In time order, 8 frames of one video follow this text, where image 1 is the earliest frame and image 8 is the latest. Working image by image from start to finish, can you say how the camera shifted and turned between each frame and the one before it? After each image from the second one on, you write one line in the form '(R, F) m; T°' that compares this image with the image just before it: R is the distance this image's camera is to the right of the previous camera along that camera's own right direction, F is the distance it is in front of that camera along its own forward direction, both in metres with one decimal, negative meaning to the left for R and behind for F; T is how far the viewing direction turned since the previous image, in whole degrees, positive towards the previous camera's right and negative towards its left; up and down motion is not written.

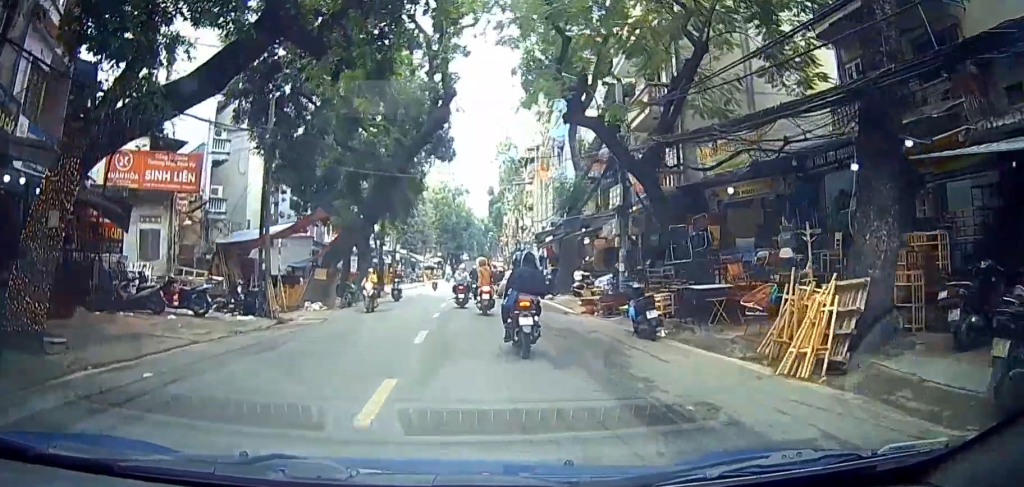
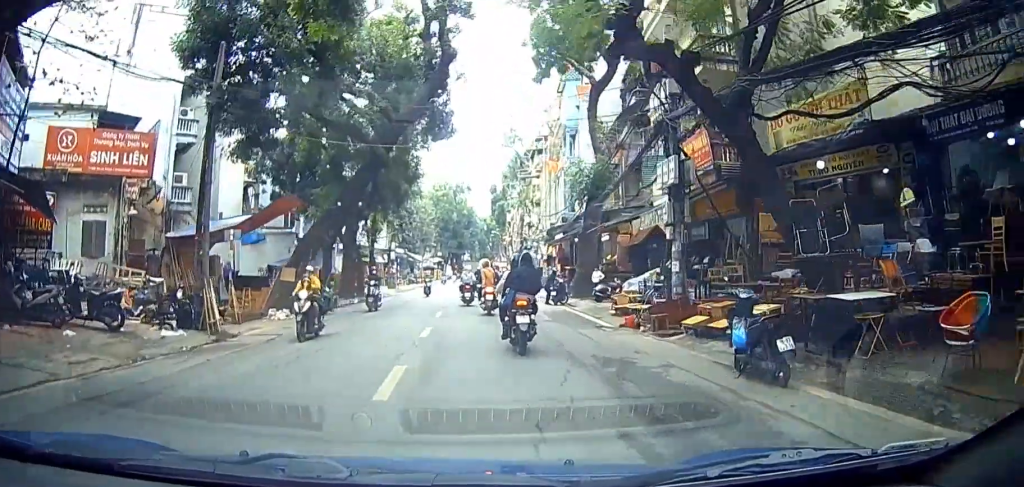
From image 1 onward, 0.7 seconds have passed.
(-0.1, +4.0) m; -2°
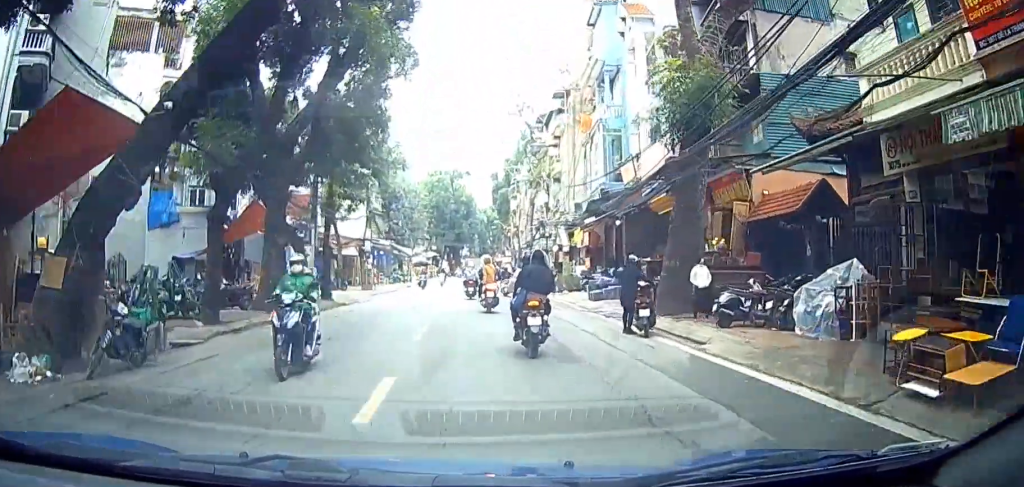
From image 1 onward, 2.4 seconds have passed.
(-0.2, +12.2) m; +4°
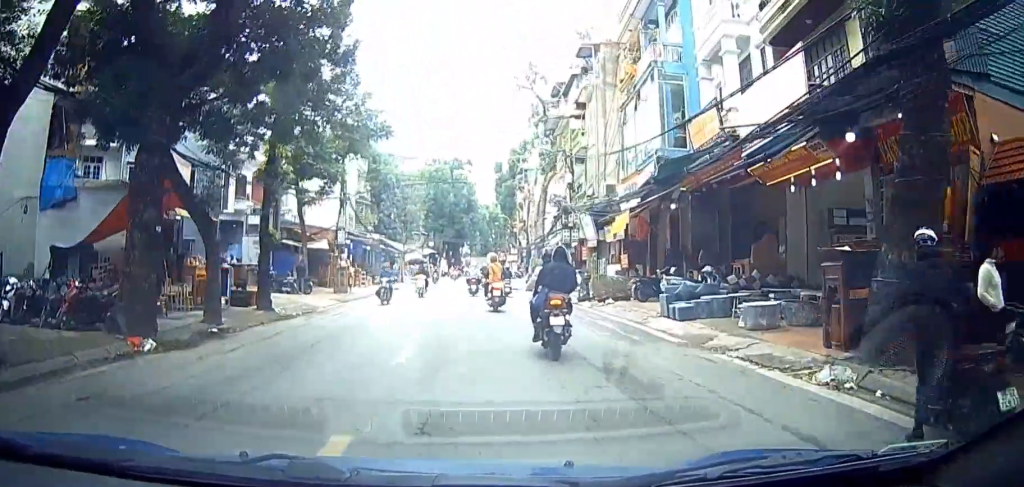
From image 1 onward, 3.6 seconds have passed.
(+0.8, +8.8) m; +10°
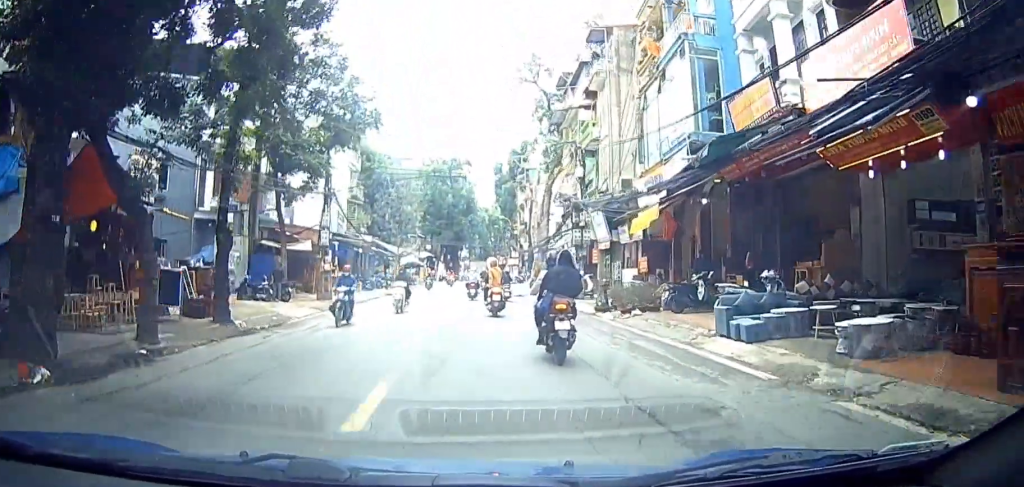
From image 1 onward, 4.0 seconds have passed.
(+0.2, +3.1) m; +3°
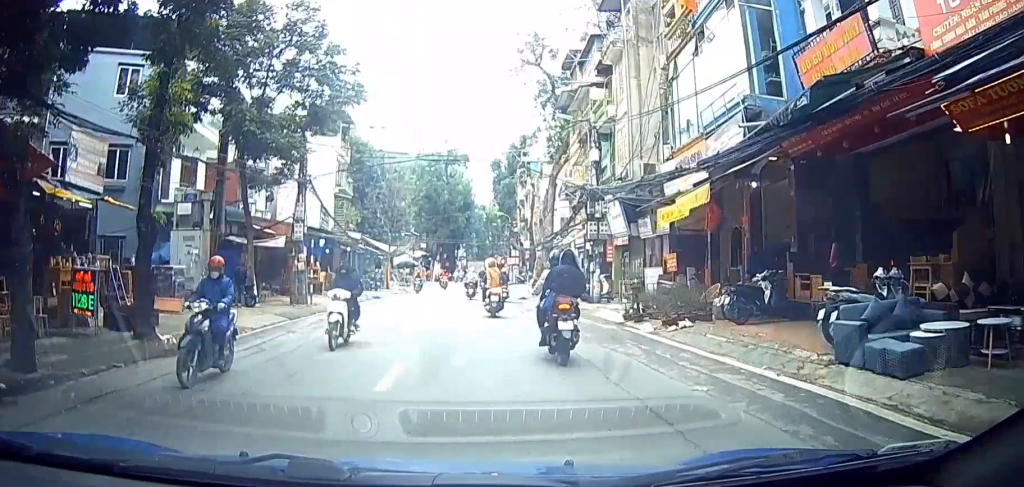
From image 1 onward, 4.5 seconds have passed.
(+0.1, +3.3) m; -3°
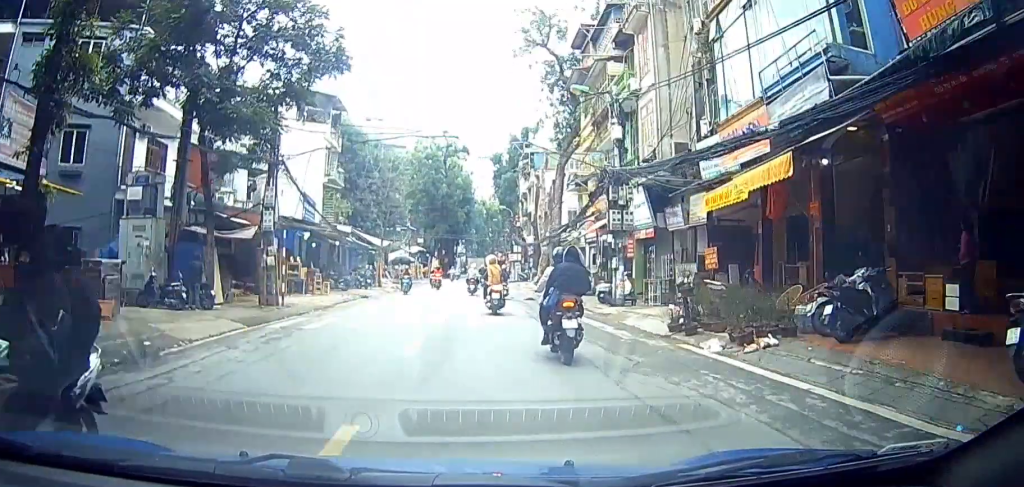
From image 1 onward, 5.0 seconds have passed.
(+0.2, +2.9) m; -5°
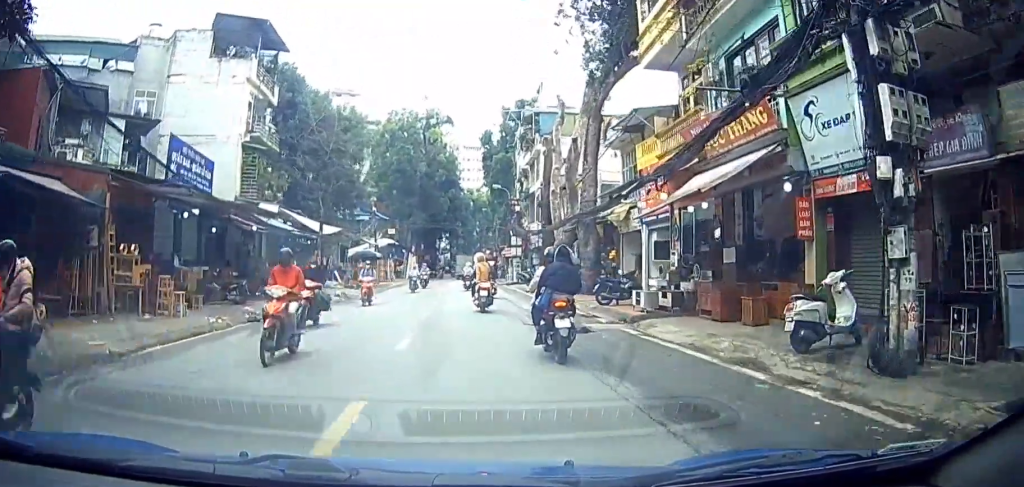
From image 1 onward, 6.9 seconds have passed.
(-2.2, +12.6) m; +1°
